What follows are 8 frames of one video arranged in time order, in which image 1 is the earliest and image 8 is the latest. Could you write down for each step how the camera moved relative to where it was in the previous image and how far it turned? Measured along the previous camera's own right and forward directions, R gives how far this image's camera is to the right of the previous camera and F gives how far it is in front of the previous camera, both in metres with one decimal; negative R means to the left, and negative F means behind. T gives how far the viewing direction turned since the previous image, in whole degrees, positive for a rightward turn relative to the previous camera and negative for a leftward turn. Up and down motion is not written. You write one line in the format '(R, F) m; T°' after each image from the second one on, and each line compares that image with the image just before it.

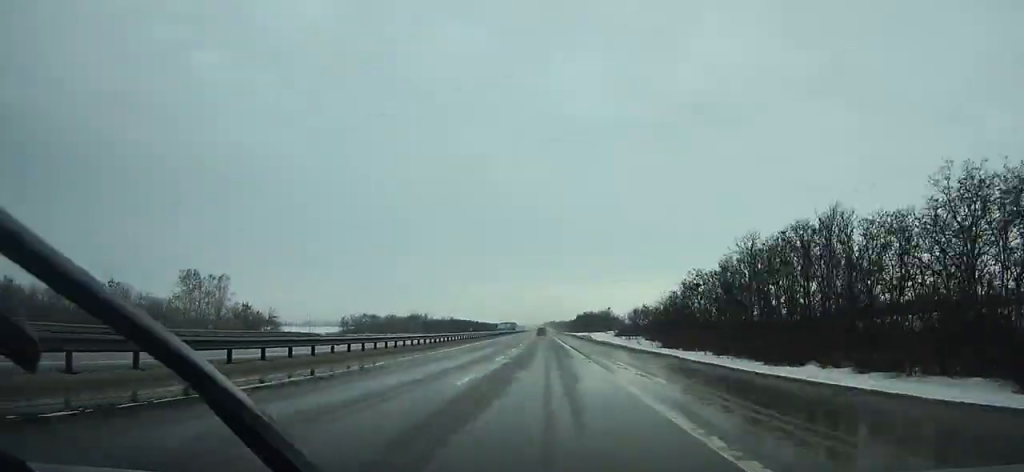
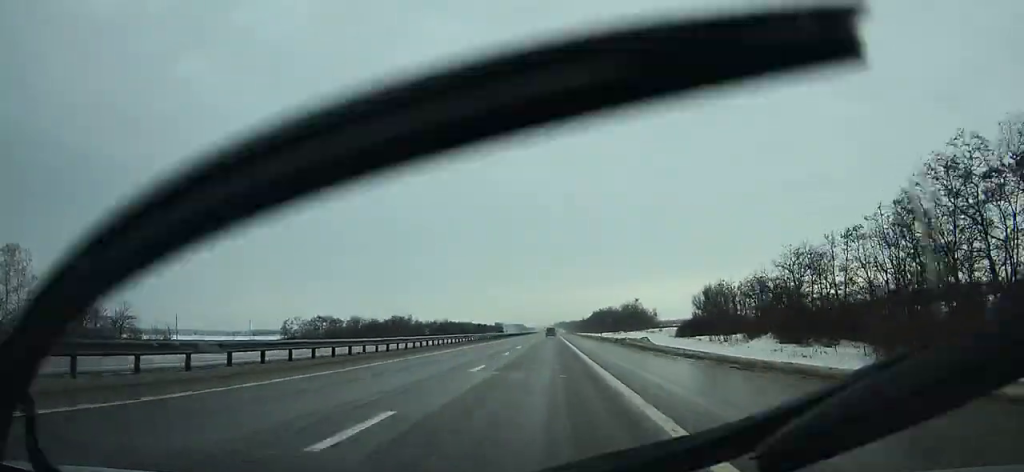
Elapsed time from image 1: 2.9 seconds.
(-0.5, +67.0) m; -1°
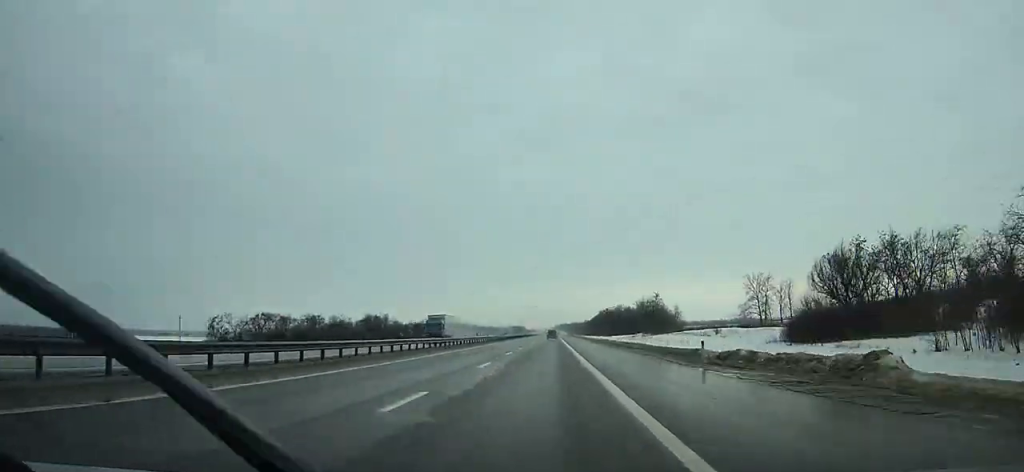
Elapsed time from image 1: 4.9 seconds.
(-0.2, +45.7) m; 0°
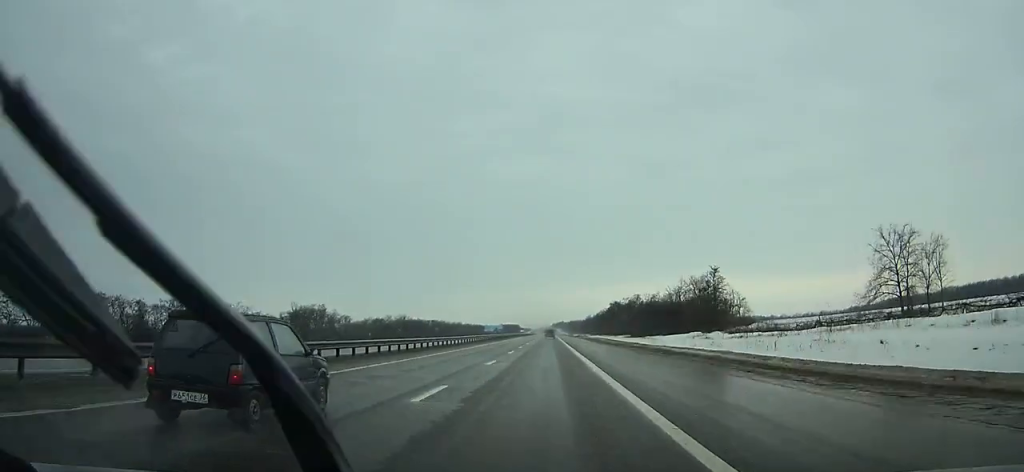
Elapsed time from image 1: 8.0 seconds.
(-0.2, +70.3) m; 0°
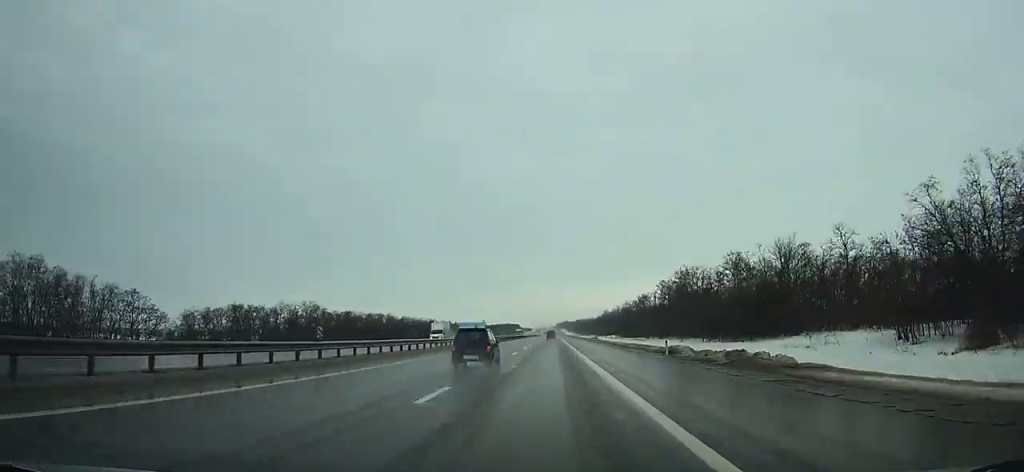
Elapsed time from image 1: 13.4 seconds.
(+0.1, +120.9) m; 0°
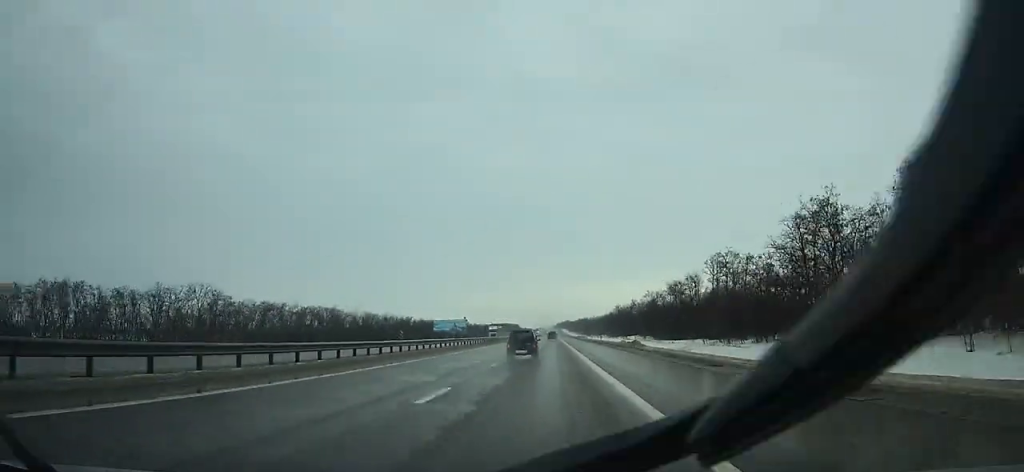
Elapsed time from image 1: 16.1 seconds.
(0.0, +60.5) m; 0°
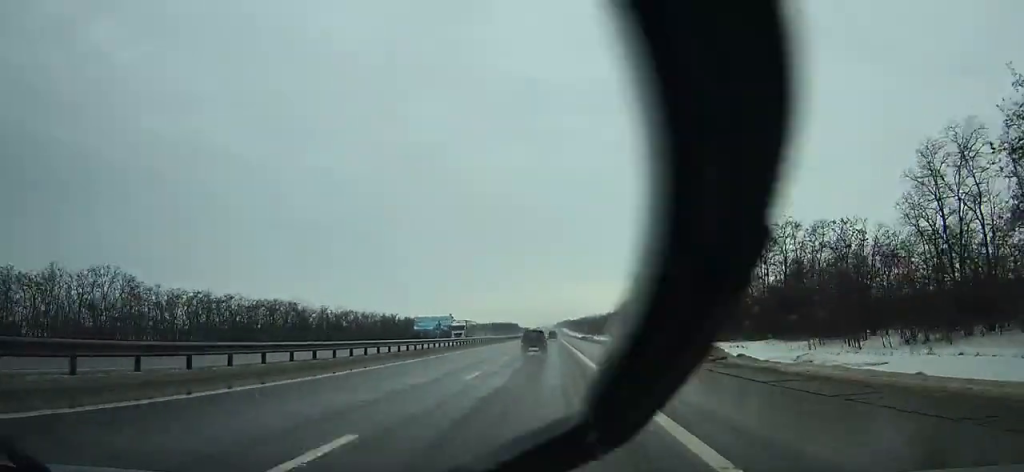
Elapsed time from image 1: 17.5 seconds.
(-0.1, +31.6) m; 0°
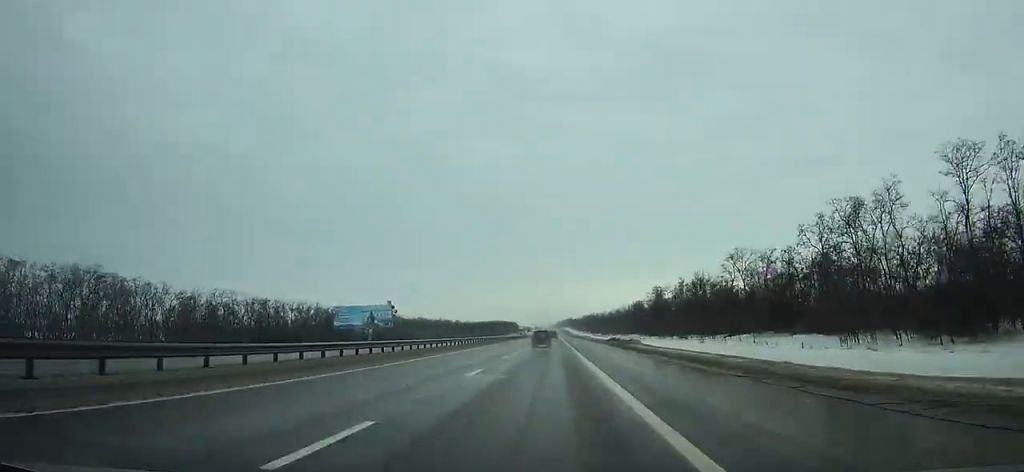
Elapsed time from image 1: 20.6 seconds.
(-0.2, +70.7) m; 0°
